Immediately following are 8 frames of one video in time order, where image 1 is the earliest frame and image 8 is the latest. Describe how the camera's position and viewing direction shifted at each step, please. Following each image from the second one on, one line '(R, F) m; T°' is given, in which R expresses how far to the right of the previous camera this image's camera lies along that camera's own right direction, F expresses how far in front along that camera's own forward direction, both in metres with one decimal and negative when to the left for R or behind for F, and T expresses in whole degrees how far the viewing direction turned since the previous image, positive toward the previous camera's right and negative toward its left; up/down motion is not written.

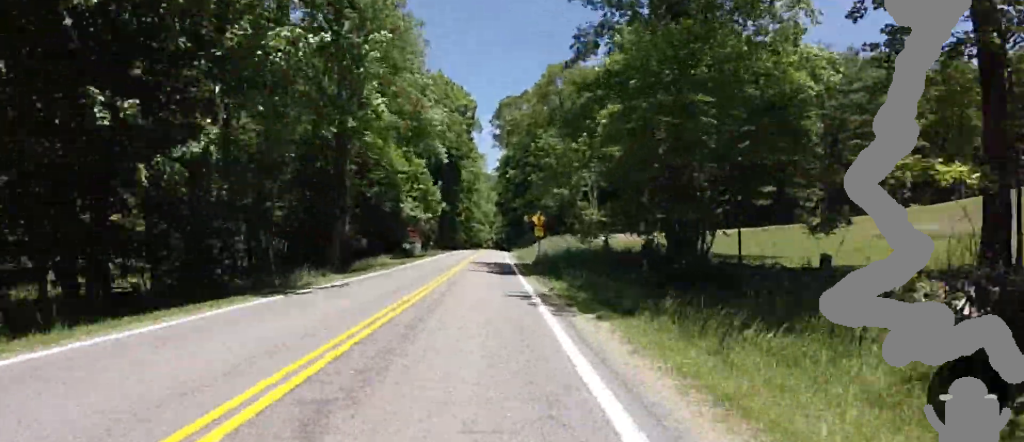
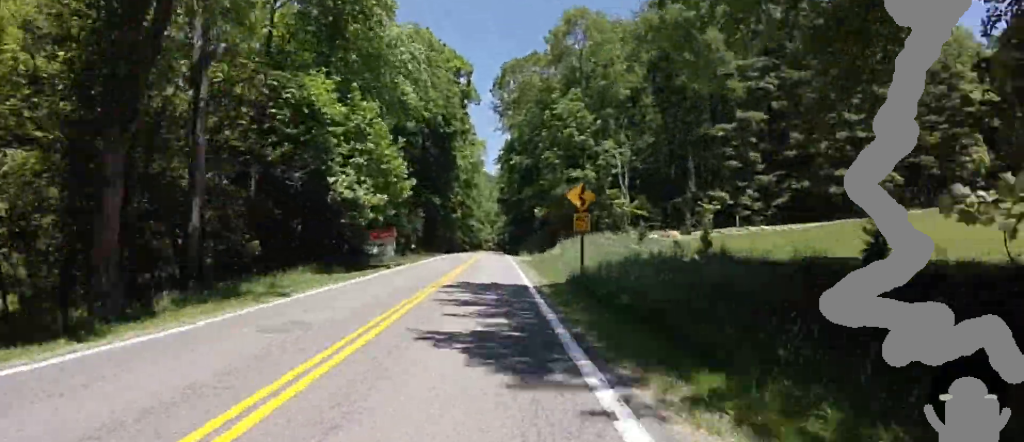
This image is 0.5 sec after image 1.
(0.0, +14.4) m; 0°
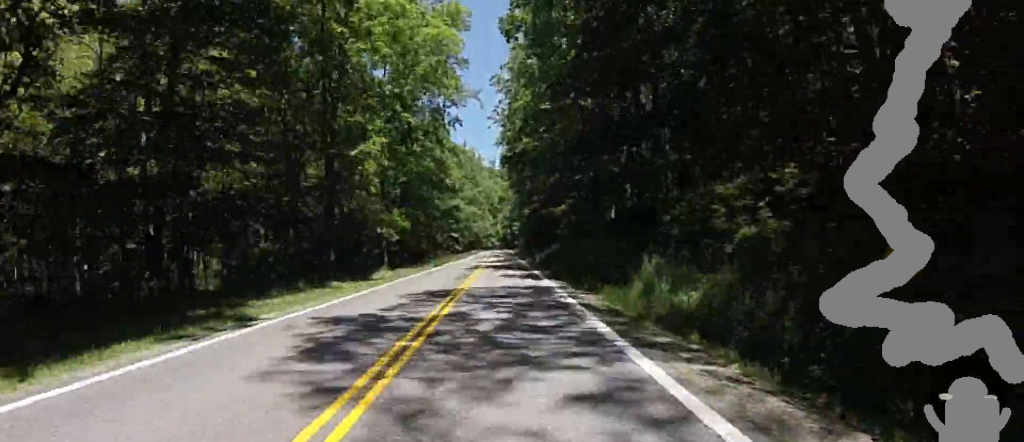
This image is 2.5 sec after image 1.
(-0.6, +52.3) m; 0°
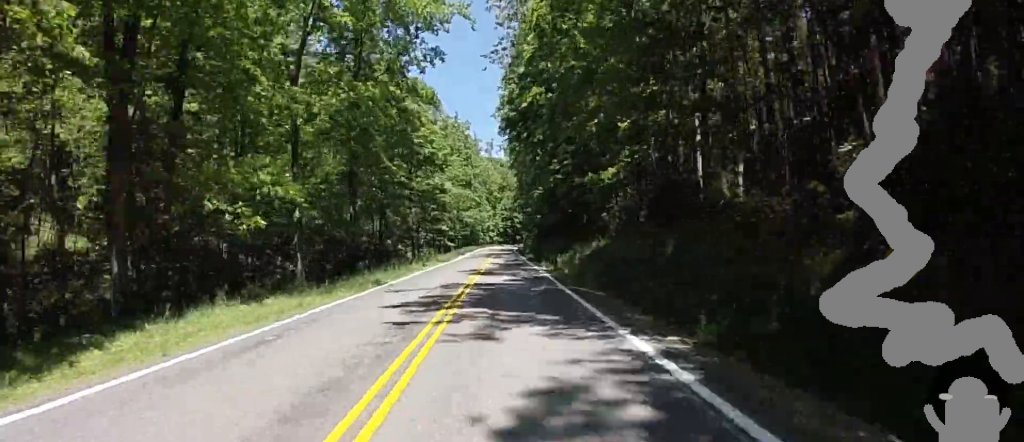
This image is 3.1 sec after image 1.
(-0.3, +16.4) m; +1°
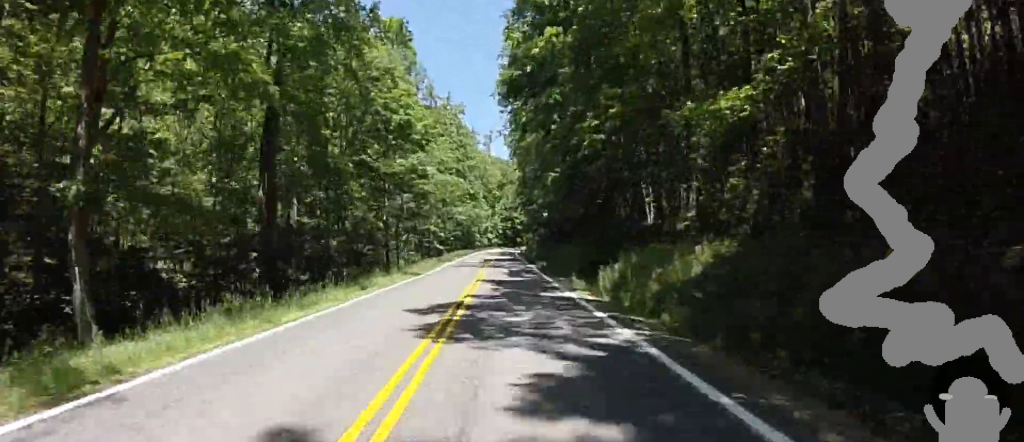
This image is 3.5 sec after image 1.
(+0.4, +11.7) m; +2°
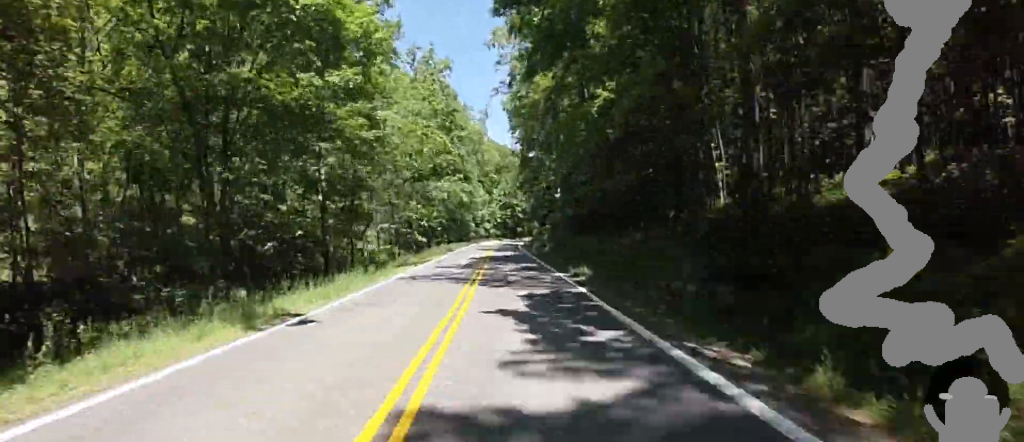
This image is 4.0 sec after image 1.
(0.0, +14.4) m; +3°
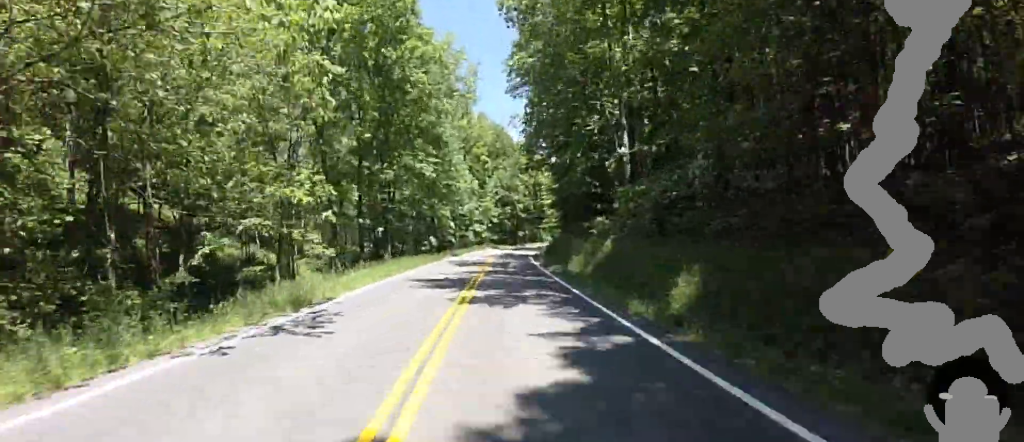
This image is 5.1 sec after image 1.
(+1.3, +27.4) m; +3°
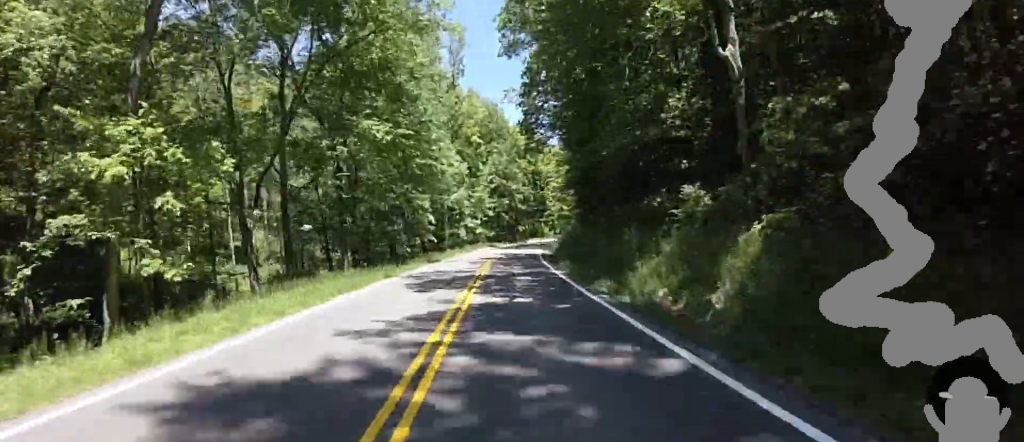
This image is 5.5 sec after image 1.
(0.0, +11.3) m; 0°
